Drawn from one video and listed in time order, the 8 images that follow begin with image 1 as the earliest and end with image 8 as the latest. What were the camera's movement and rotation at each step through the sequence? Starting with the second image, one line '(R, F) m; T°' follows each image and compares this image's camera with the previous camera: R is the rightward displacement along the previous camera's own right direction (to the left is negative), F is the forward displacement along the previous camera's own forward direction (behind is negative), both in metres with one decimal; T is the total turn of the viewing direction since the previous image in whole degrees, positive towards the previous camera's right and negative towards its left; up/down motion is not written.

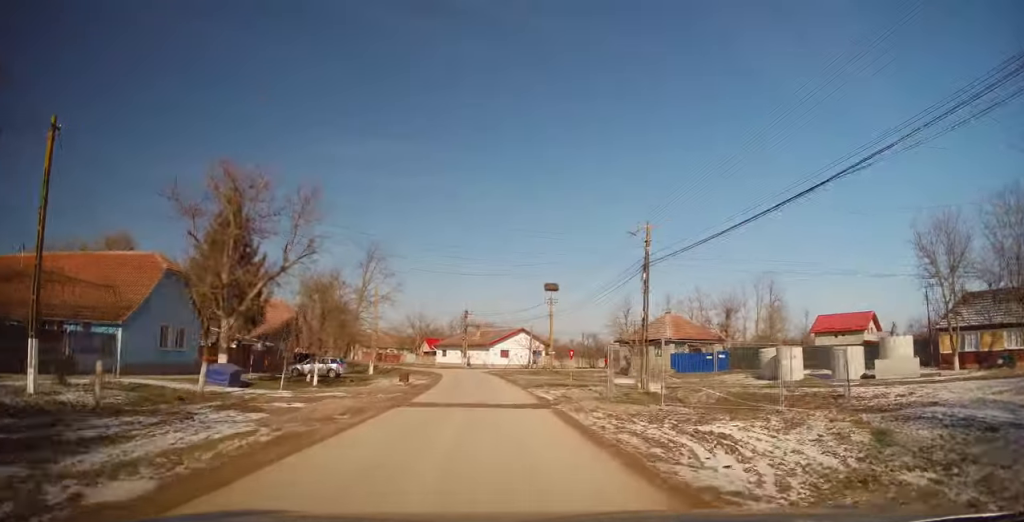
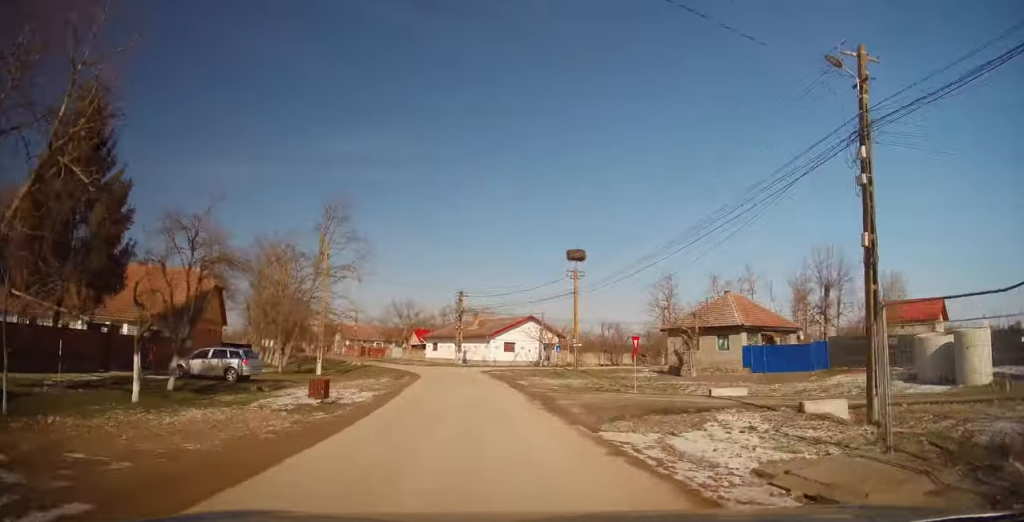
(-0.3, +17.2) m; 0°
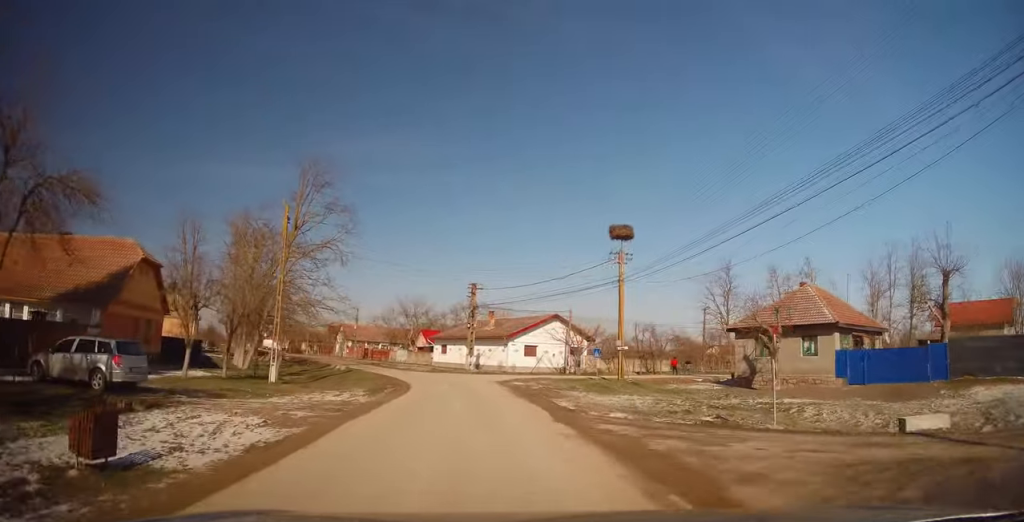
(+0.3, +10.4) m; -1°
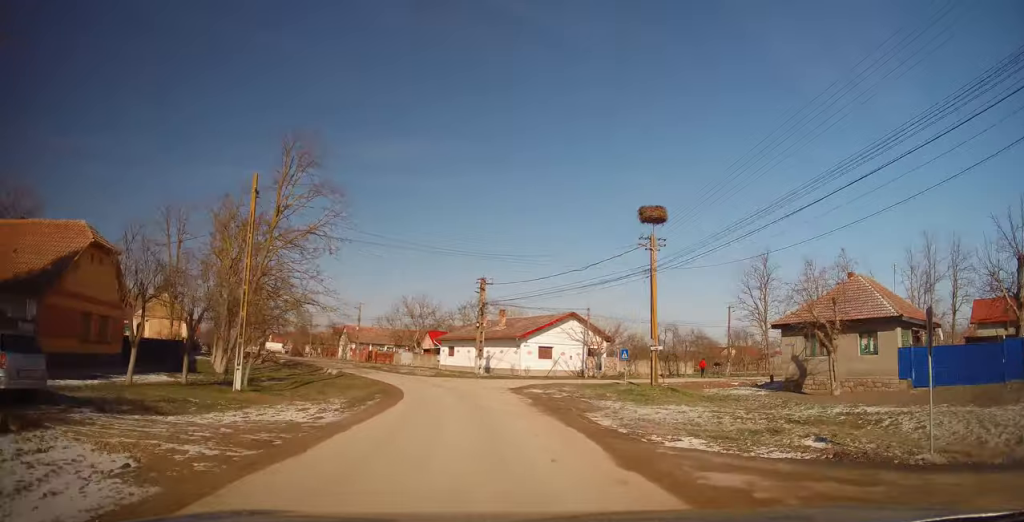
(-0.1, +4.7) m; -3°
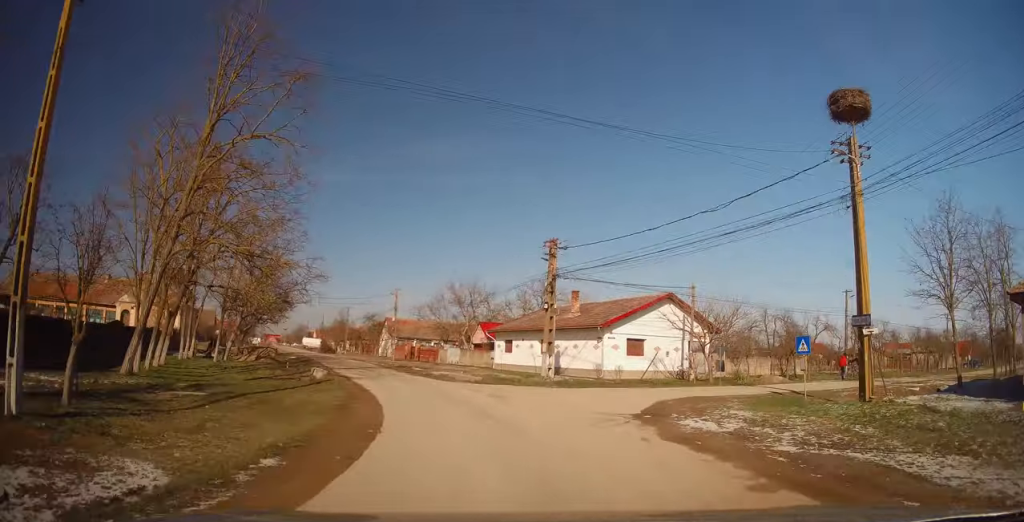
(-0.7, +13.2) m; -5°
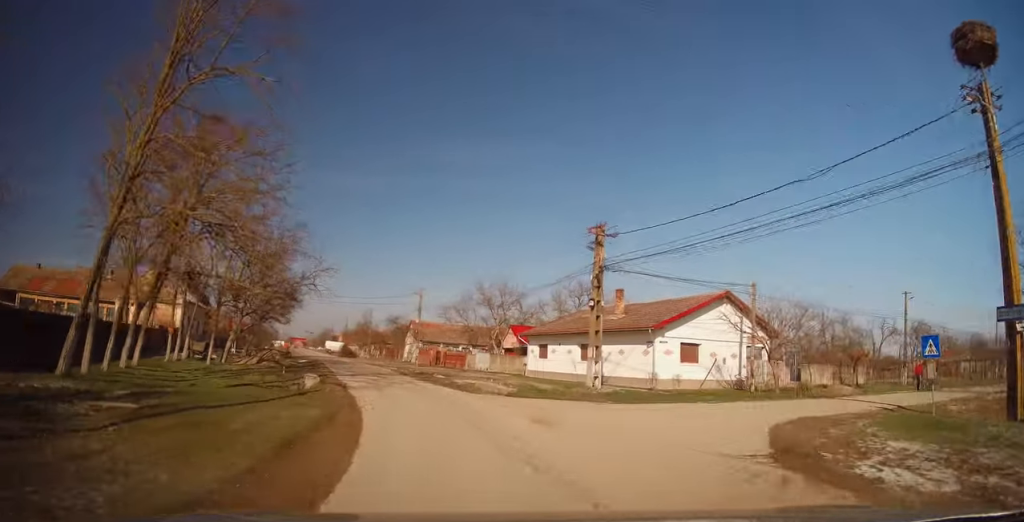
(+0.1, +4.7) m; -2°
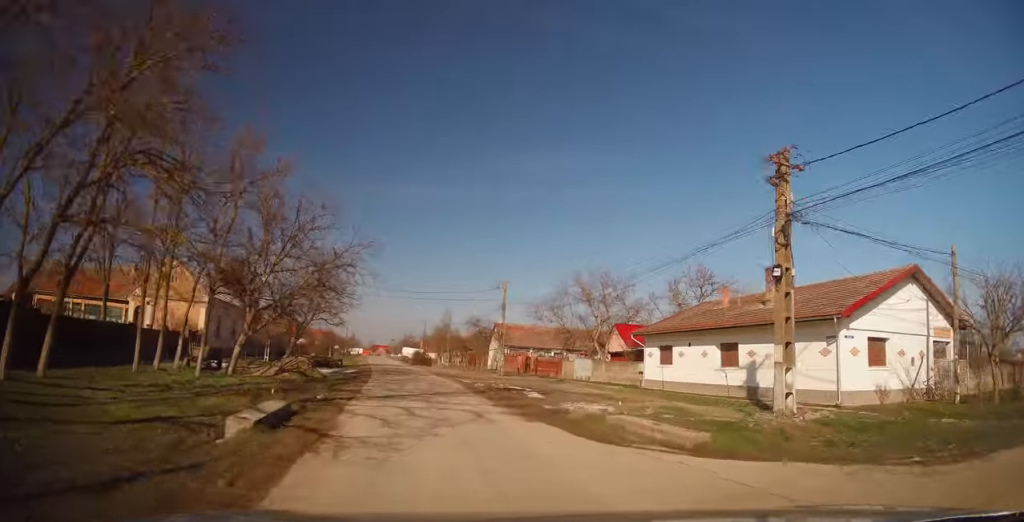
(-0.6, +10.2) m; -9°
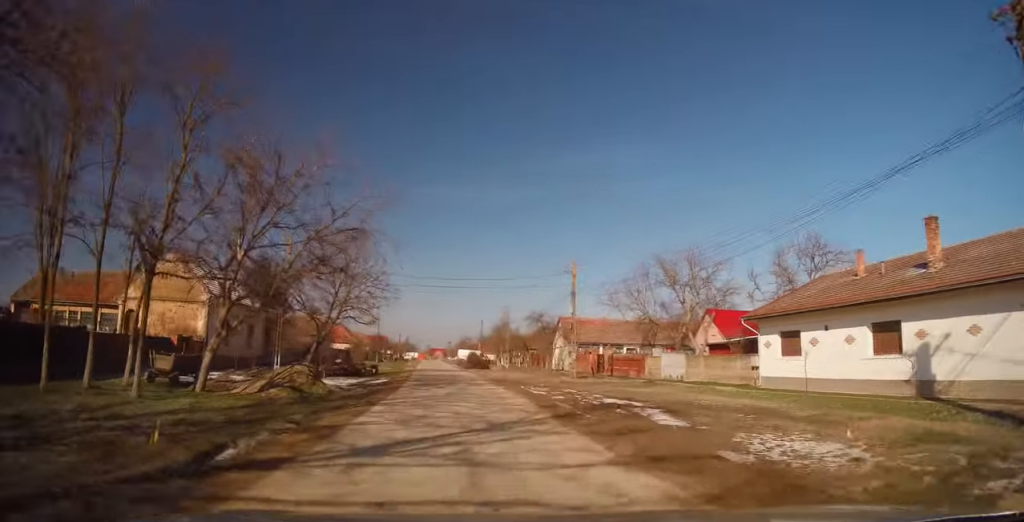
(-0.6, +8.1) m; -7°
